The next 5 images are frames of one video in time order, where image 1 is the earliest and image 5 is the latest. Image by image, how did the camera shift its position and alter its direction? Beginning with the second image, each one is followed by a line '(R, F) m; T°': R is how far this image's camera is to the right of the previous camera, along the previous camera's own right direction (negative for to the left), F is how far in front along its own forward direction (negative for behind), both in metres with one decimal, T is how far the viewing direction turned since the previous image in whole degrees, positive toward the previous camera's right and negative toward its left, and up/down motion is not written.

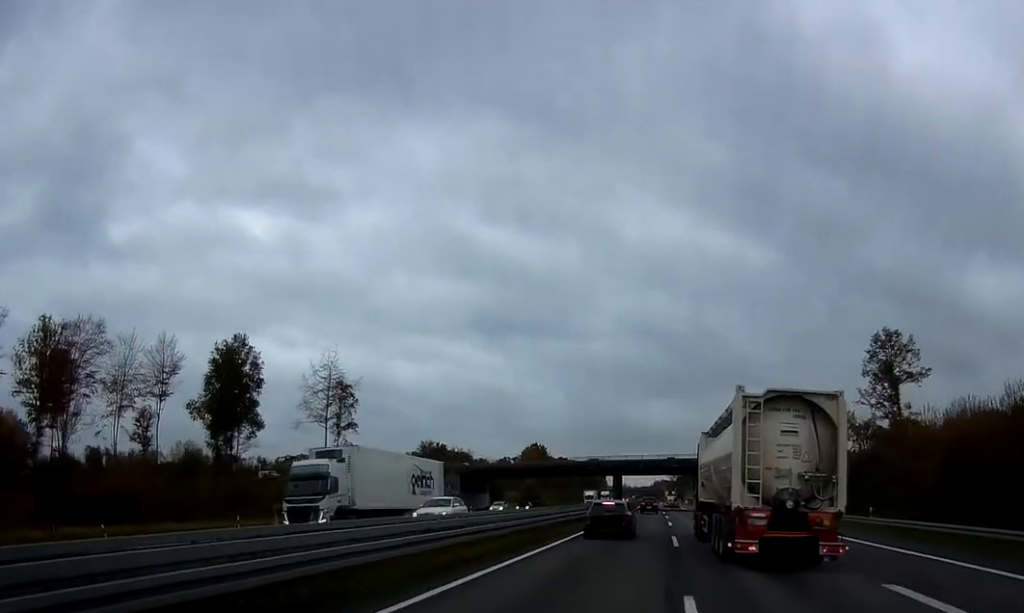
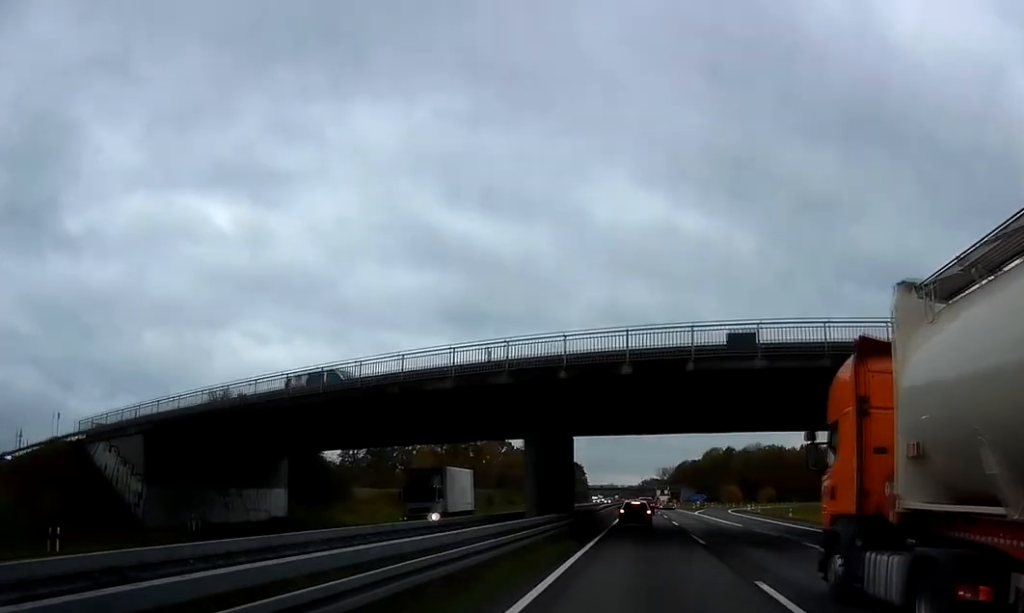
(-0.9, +66.8) m; -1°
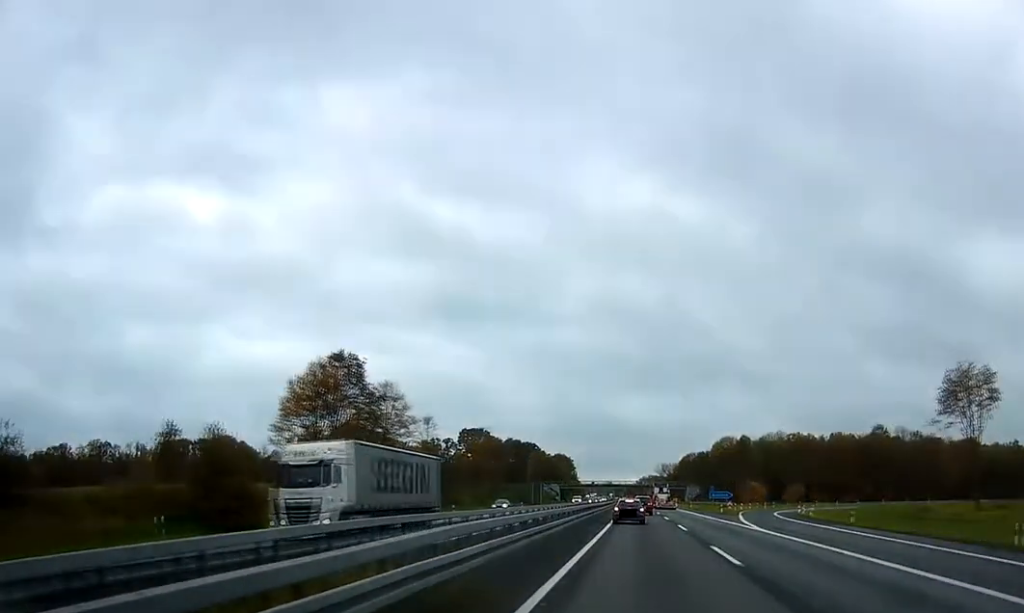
(+0.3, +42.6) m; +1°
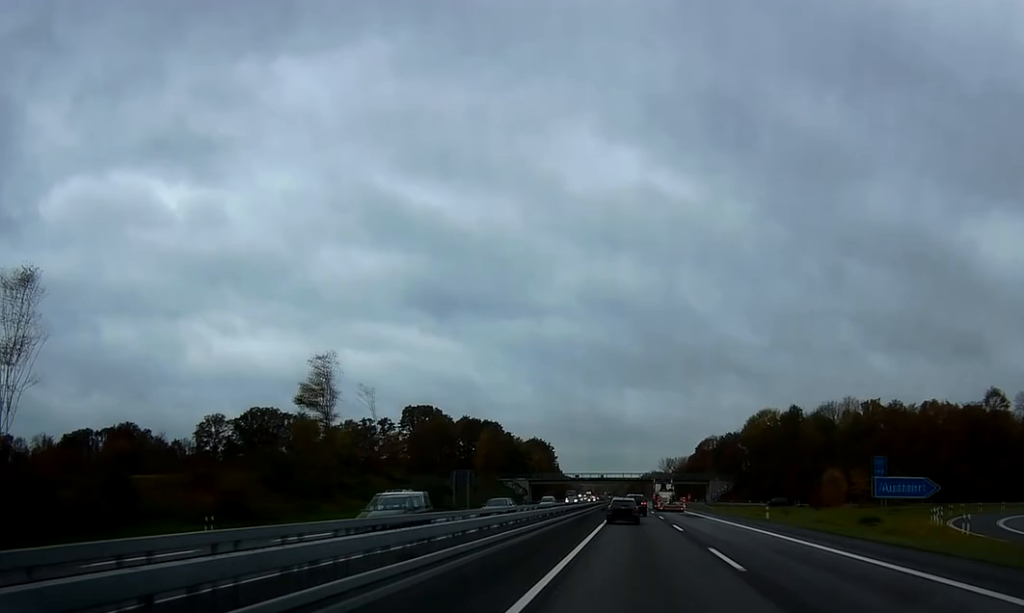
(-0.4, +71.1) m; -1°
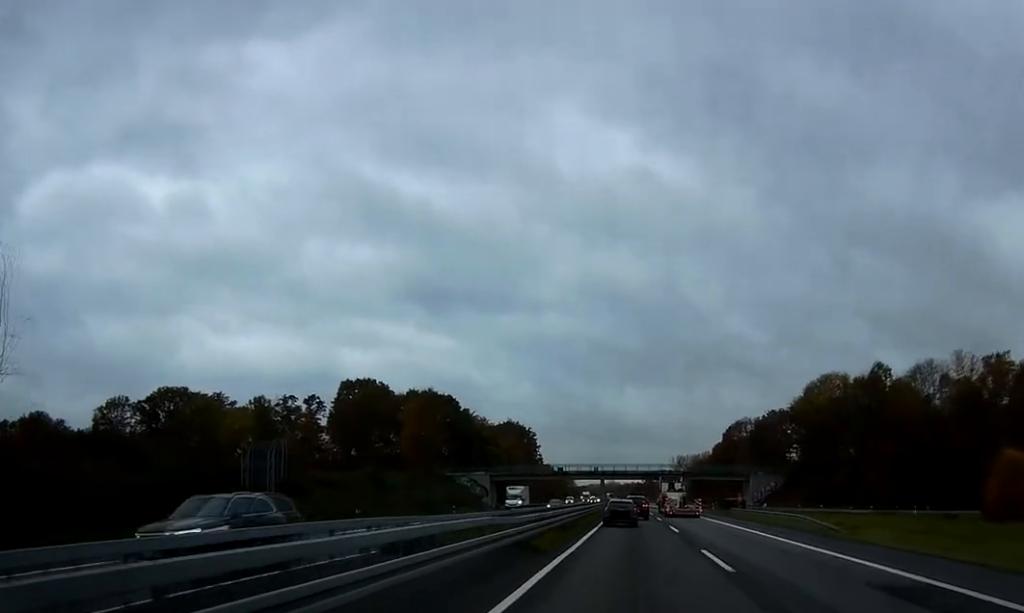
(0.0, +53.5) m; +1°
